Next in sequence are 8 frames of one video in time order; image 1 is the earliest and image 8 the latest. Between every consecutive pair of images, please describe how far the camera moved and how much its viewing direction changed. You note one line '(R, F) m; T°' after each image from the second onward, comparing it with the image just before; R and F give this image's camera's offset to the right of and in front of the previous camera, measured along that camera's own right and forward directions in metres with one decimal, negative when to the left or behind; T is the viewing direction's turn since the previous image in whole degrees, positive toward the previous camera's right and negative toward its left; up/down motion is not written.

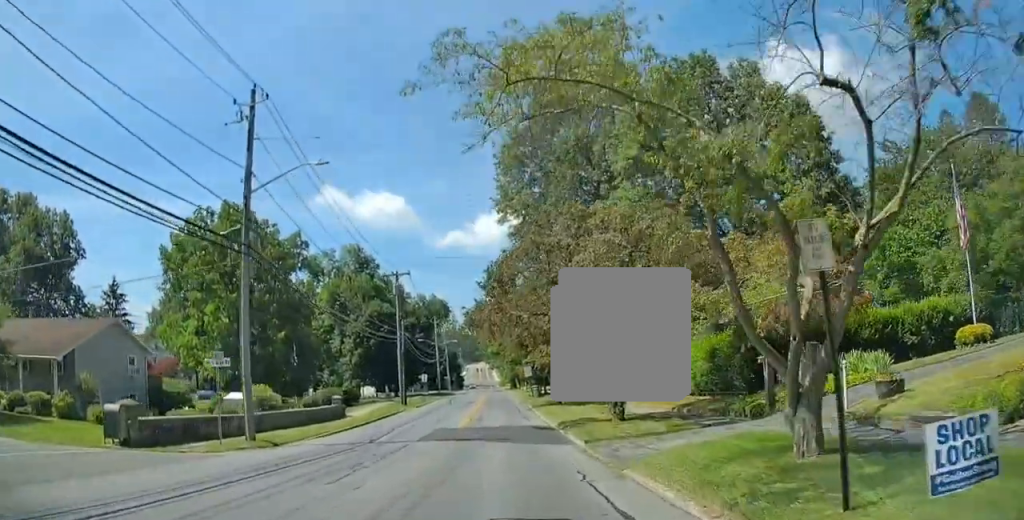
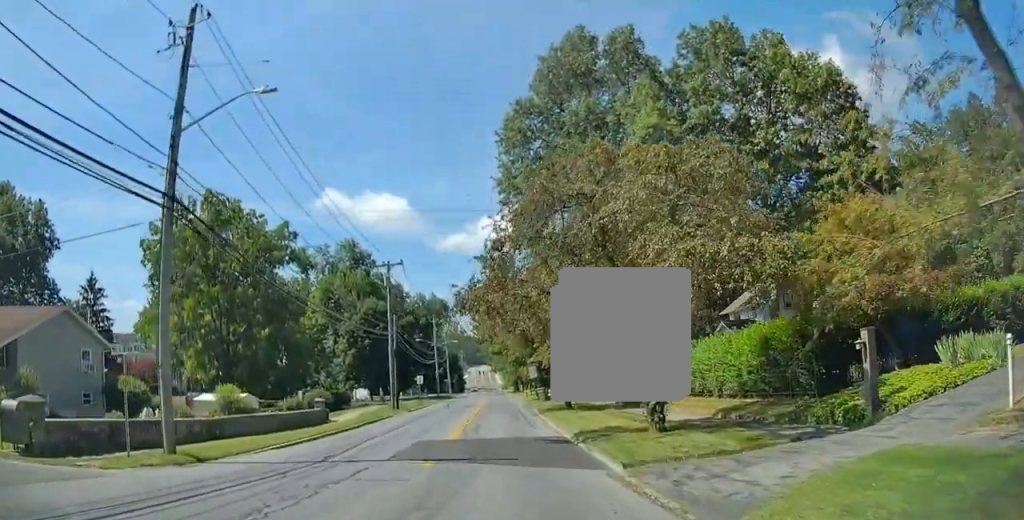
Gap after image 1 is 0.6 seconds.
(-0.1, +5.5) m; 0°
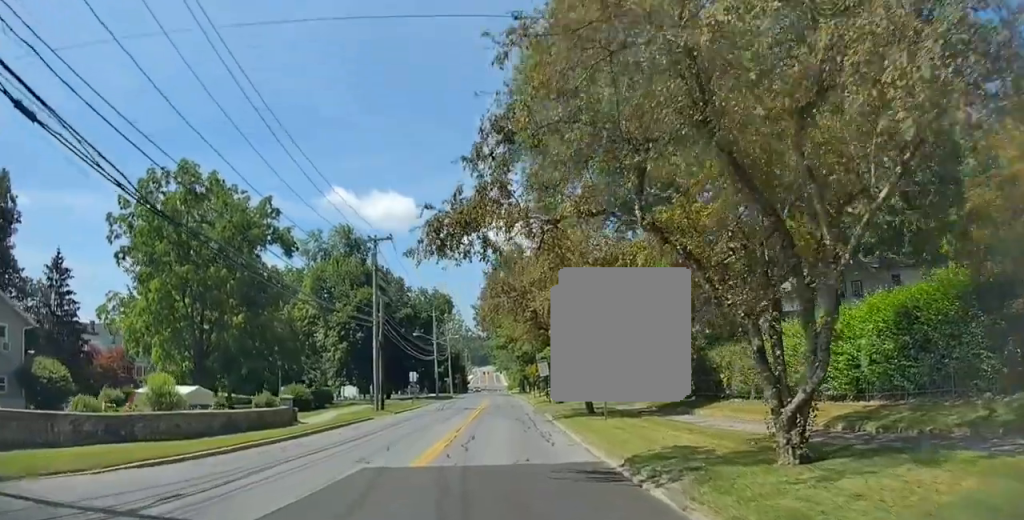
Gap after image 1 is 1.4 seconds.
(0.0, +8.2) m; +2°
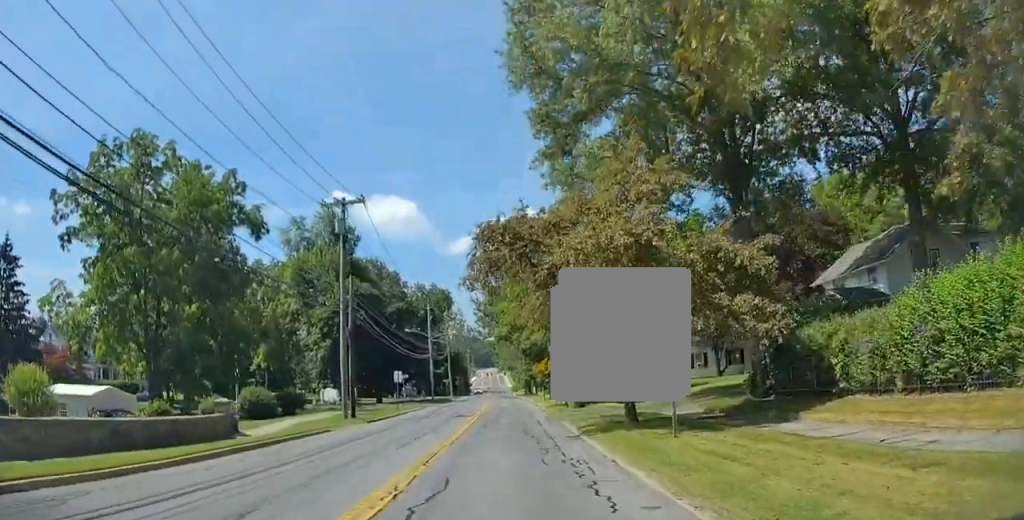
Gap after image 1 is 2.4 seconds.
(+0.3, +9.7) m; +1°
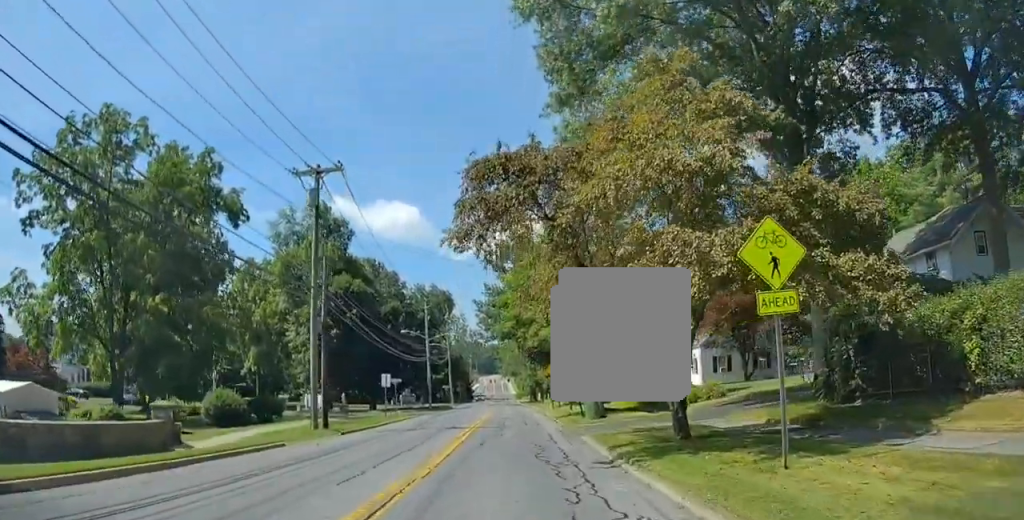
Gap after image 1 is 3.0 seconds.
(-0.1, +5.9) m; -1°
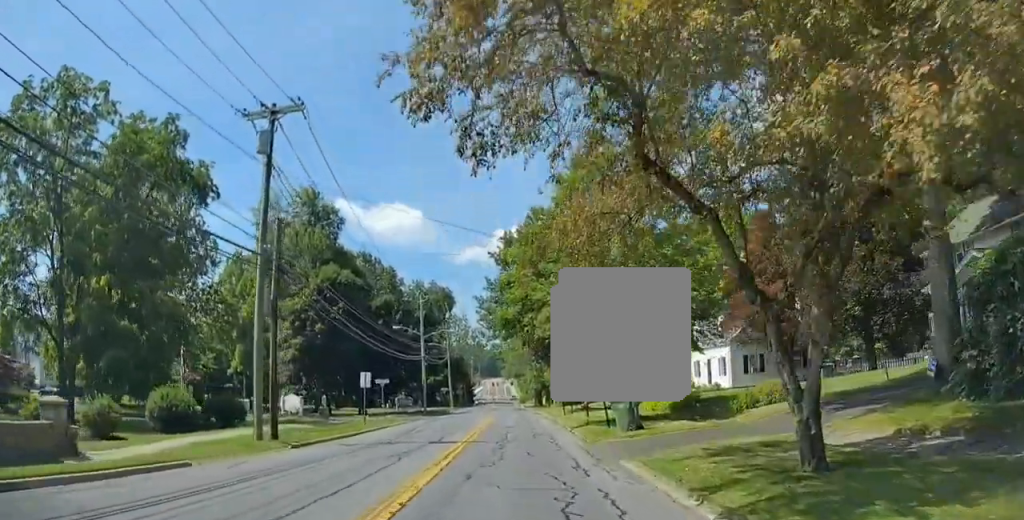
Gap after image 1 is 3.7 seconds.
(-0.1, +6.7) m; -1°
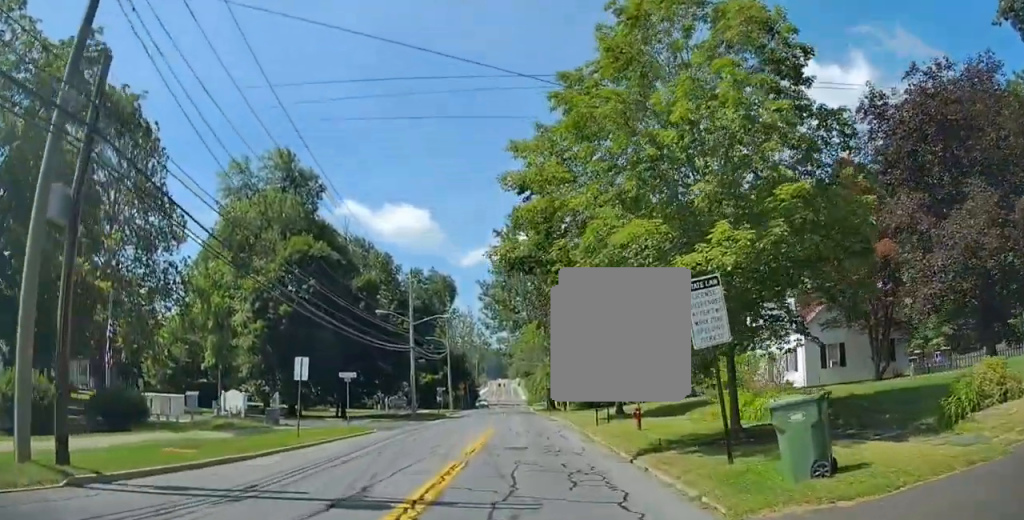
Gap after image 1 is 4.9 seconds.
(-0.1, +12.1) m; -1°
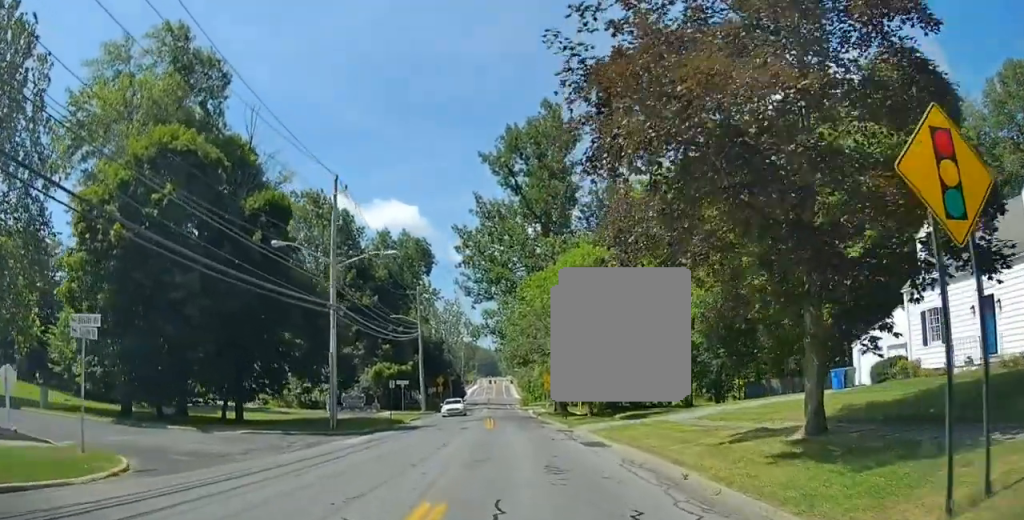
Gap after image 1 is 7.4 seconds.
(-0.8, +23.2) m; 0°
